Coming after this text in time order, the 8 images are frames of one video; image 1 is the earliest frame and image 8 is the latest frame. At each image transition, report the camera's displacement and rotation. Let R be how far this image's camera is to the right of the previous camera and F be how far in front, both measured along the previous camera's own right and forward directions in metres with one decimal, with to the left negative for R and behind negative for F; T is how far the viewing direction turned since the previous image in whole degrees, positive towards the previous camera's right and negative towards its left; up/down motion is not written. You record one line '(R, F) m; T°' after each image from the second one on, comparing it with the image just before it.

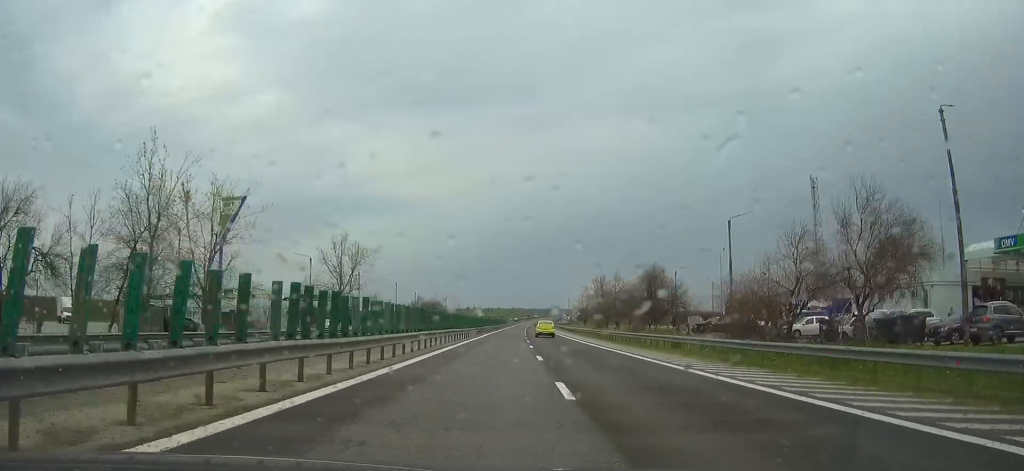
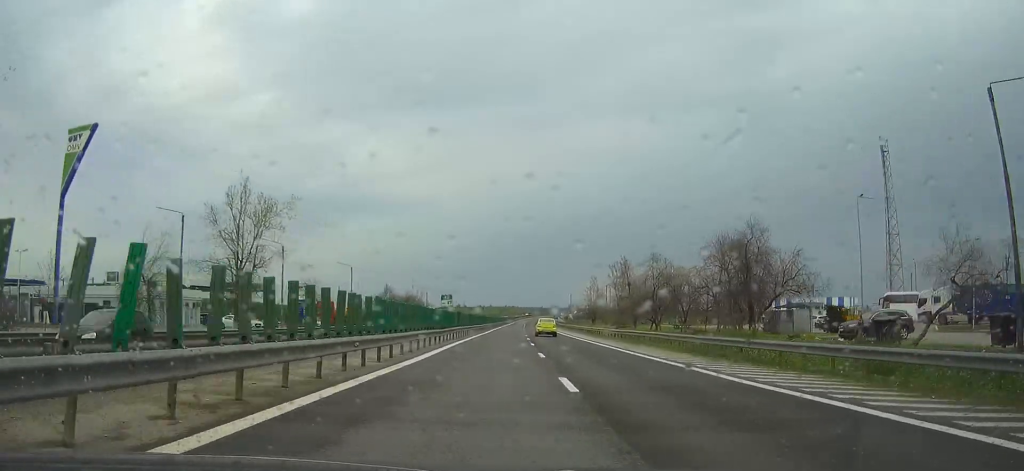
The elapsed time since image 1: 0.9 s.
(+0.3, +46.3) m; +1°
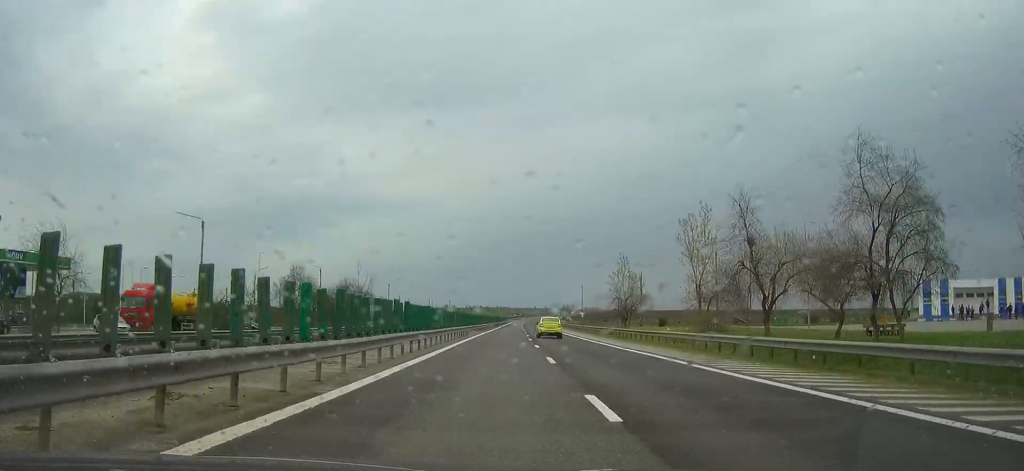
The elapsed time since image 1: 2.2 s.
(+0.3, +62.7) m; +1°
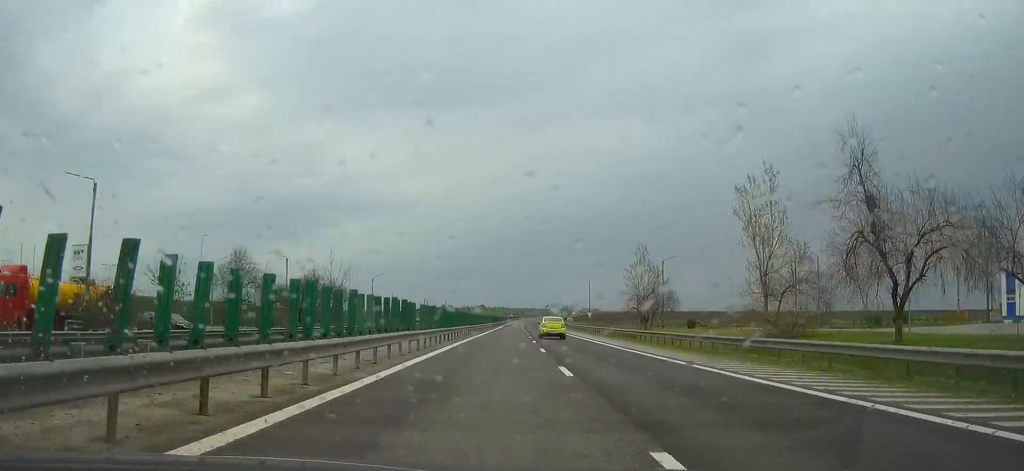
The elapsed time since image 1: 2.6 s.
(+0.1, +18.9) m; 0°
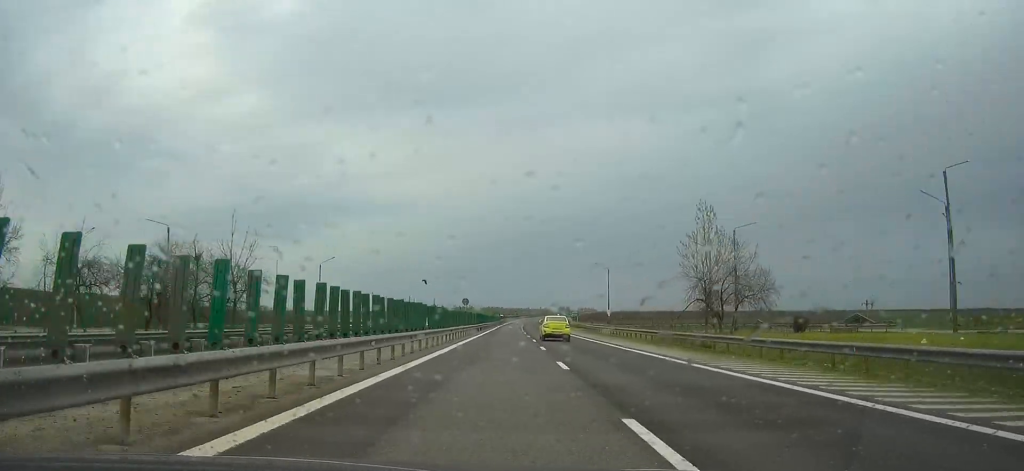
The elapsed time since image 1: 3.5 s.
(+0.1, +36.6) m; 0°
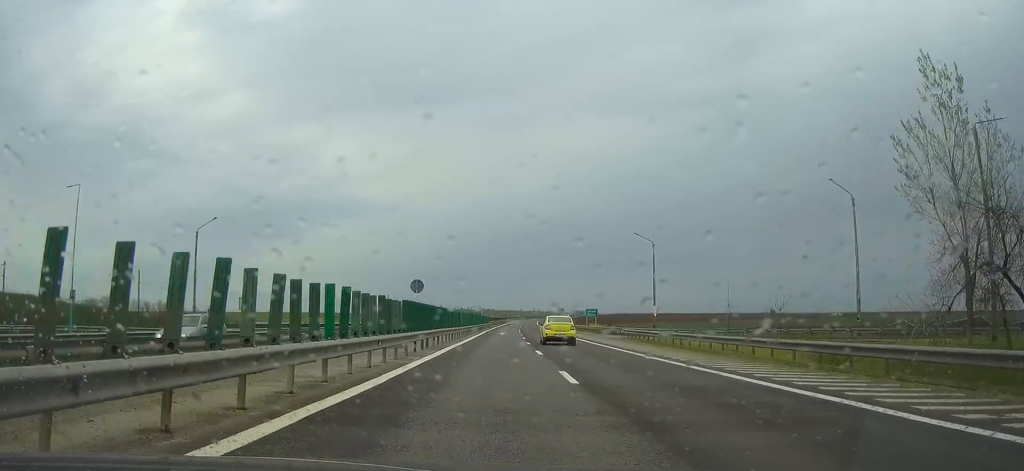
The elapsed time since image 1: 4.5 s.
(+0.1, +40.0) m; 0°
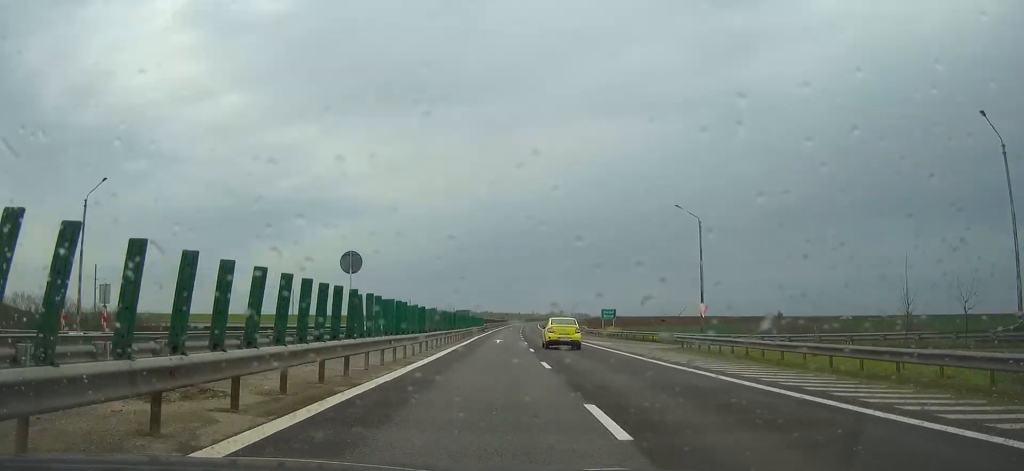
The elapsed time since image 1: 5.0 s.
(+0.1, +18.3) m; 0°
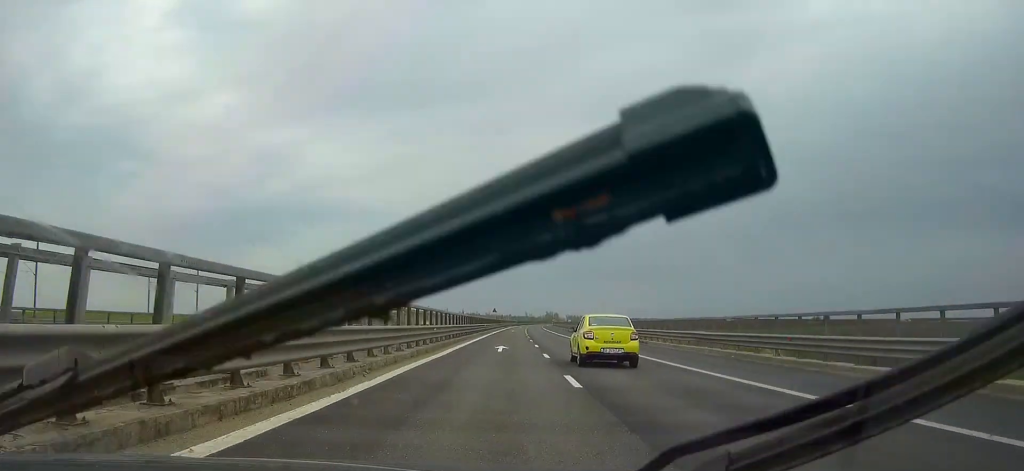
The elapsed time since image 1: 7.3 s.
(+0.6, +90.6) m; +1°
